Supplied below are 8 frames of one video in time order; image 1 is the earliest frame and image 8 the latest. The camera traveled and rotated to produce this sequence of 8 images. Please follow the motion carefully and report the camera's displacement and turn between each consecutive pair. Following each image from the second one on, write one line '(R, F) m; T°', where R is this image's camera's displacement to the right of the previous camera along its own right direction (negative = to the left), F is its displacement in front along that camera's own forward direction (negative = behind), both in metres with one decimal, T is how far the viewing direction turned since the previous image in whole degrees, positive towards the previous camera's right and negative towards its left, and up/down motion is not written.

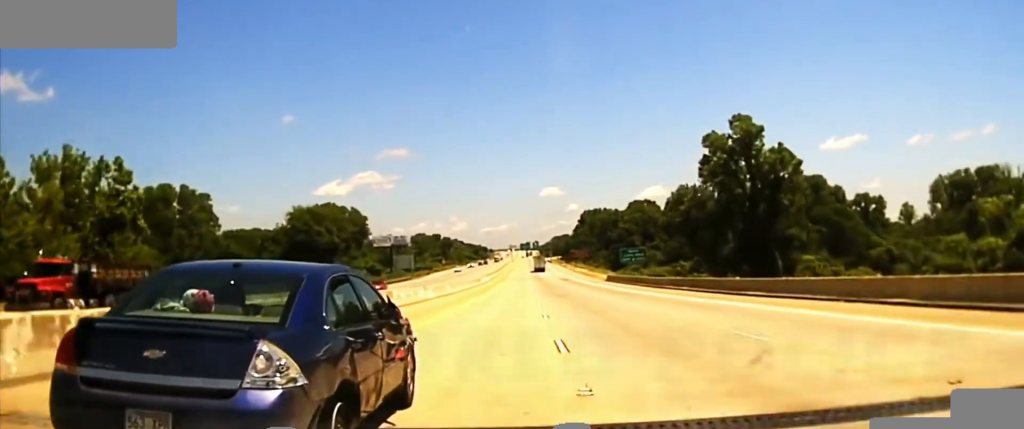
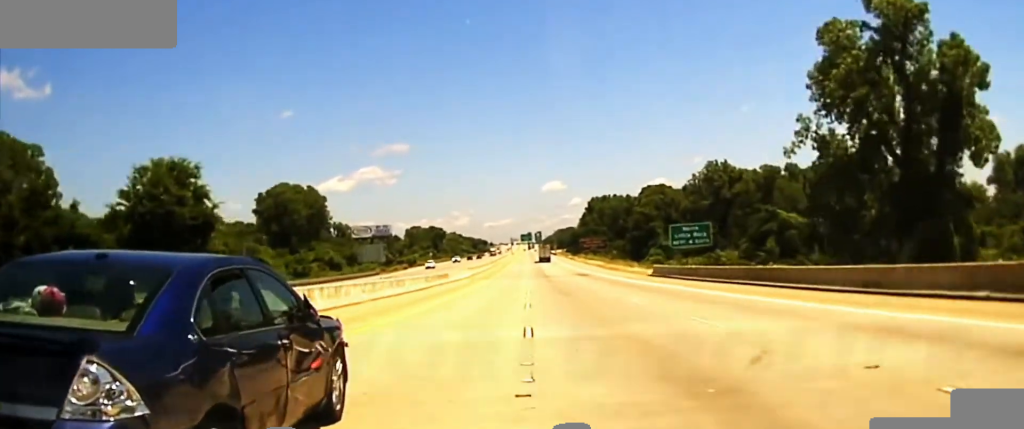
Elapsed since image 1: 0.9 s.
(-0.2, +57.1) m; 0°
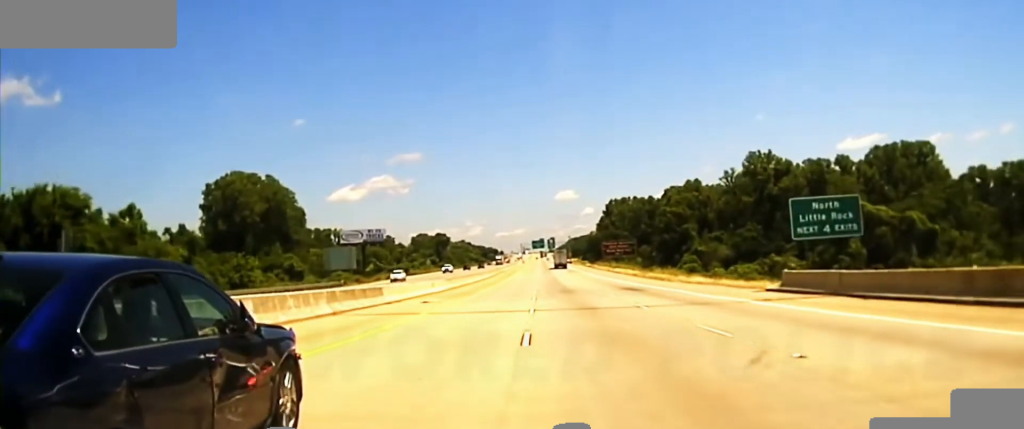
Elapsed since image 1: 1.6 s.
(-0.1, +44.3) m; 0°
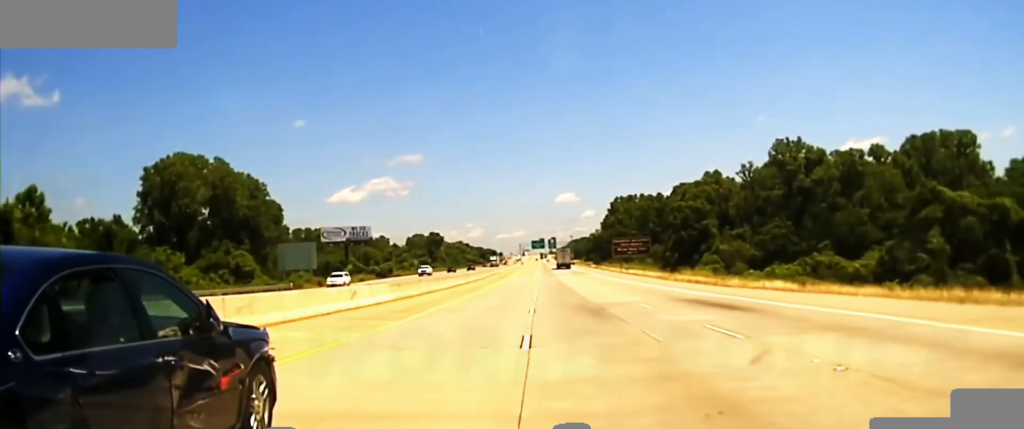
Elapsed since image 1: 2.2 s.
(+0.1, +29.1) m; 0°
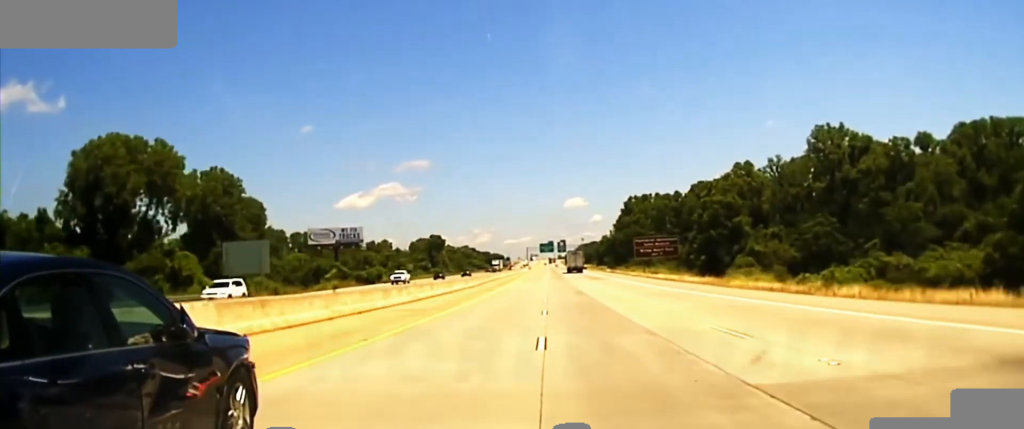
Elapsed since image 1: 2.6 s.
(+0.1, +24.3) m; 0°
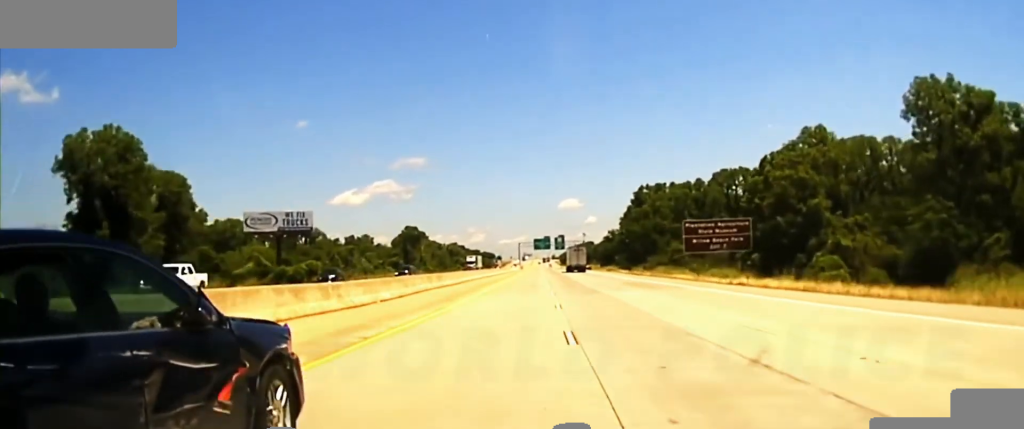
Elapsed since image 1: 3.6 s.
(+0.1, +44.7) m; +1°
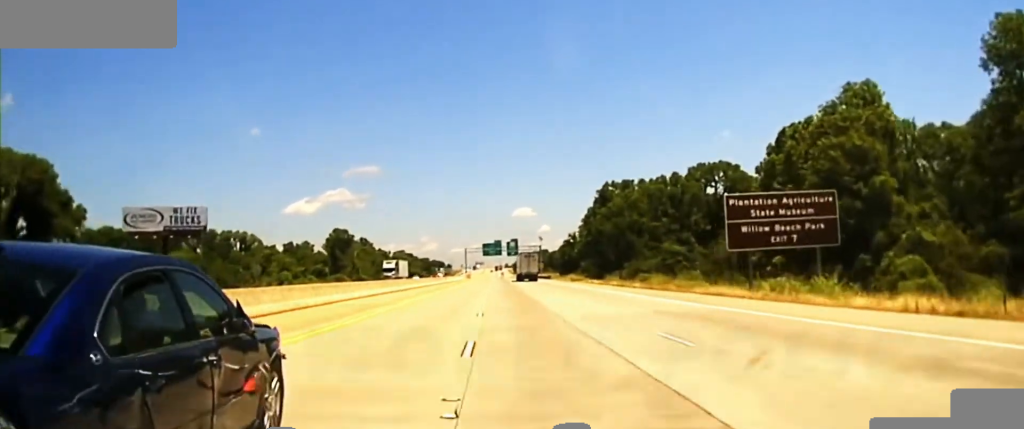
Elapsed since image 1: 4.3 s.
(+0.5, +32.1) m; +1°
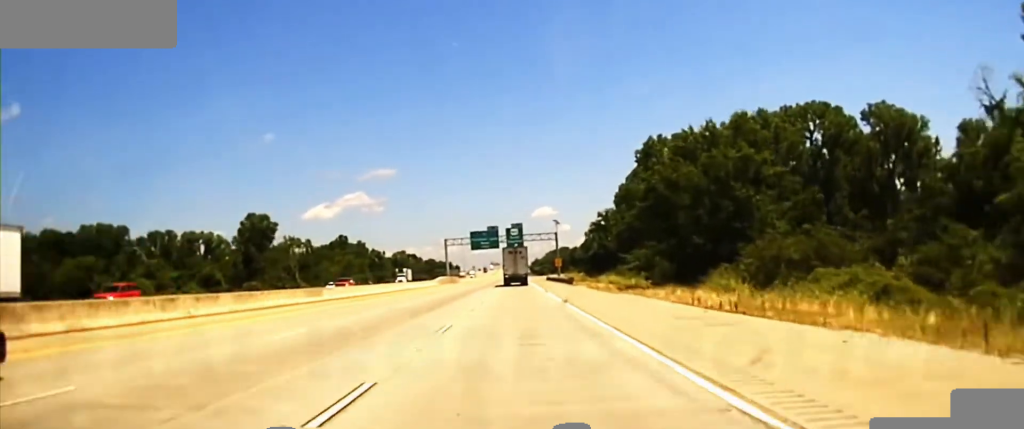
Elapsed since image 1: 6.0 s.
(-0.6, +62.1) m; -3°
